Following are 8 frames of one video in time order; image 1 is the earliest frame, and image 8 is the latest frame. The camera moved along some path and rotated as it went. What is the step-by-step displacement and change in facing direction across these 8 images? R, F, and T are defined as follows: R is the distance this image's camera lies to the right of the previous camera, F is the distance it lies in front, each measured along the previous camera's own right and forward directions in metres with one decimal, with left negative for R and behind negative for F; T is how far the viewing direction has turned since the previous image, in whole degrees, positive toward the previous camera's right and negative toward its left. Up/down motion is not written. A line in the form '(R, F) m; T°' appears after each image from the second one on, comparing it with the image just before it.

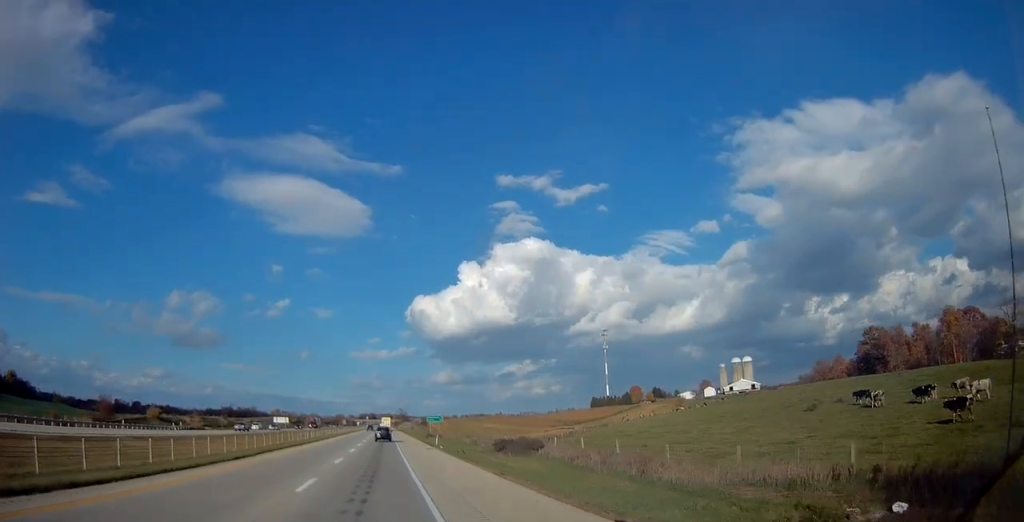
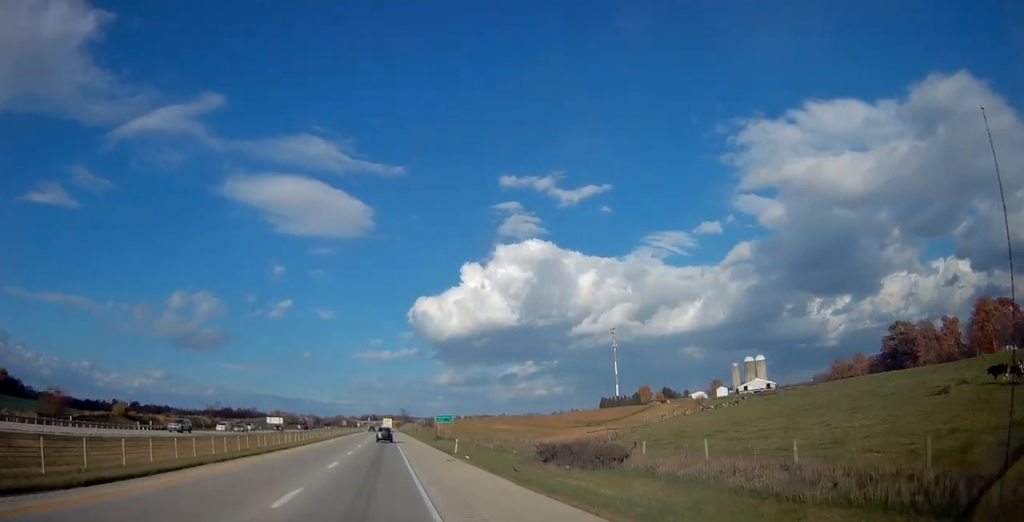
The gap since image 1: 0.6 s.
(+0.1, +15.4) m; 0°
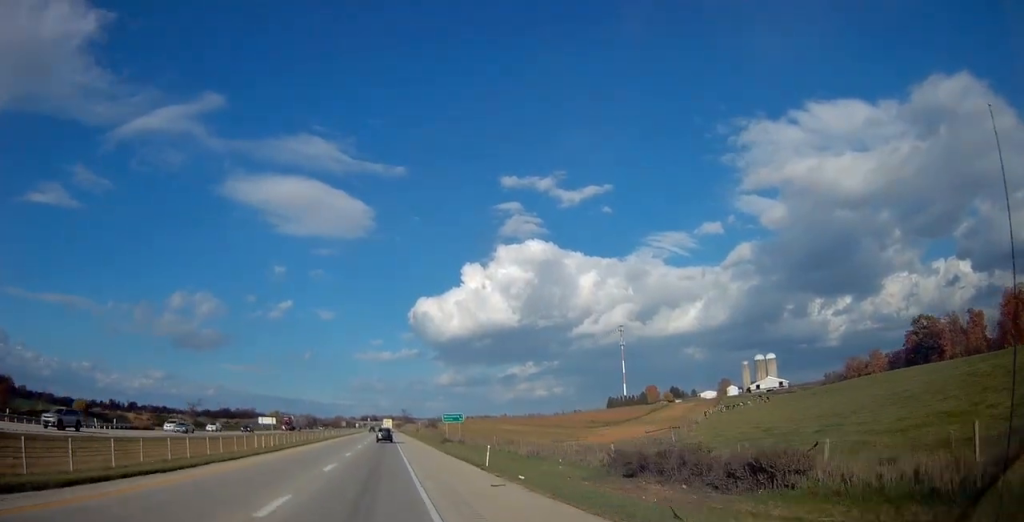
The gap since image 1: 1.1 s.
(0.0, +13.5) m; 0°
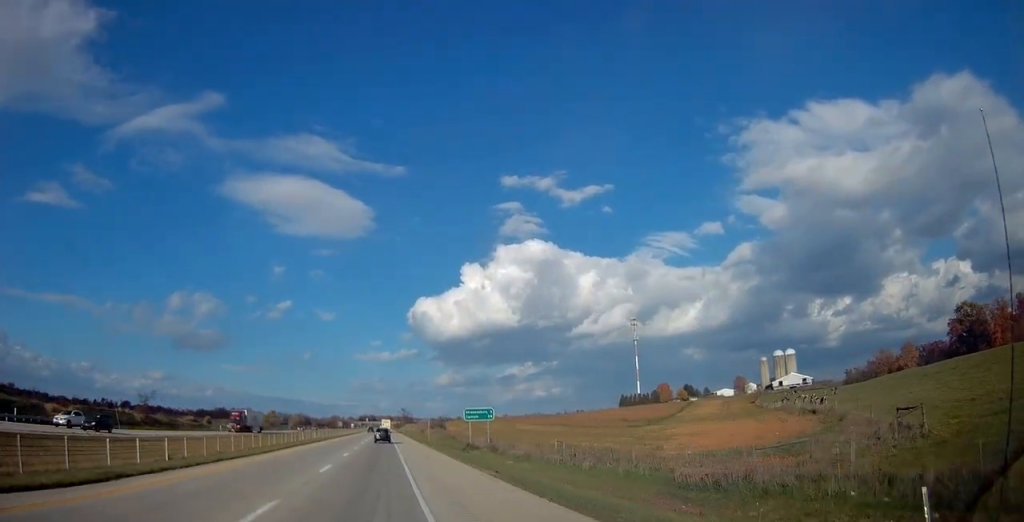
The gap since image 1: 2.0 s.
(0.0, +25.2) m; 0°
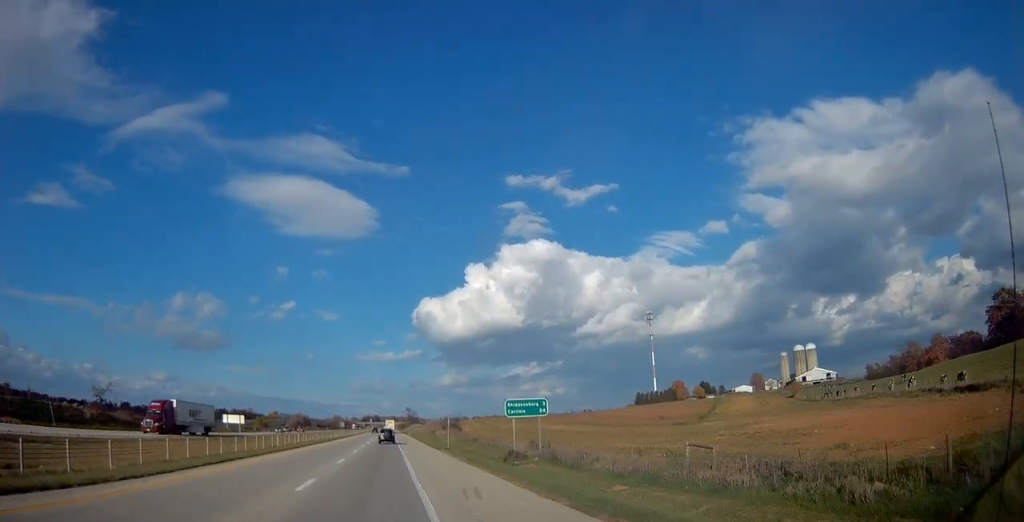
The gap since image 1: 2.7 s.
(+0.1, +18.9) m; 0°
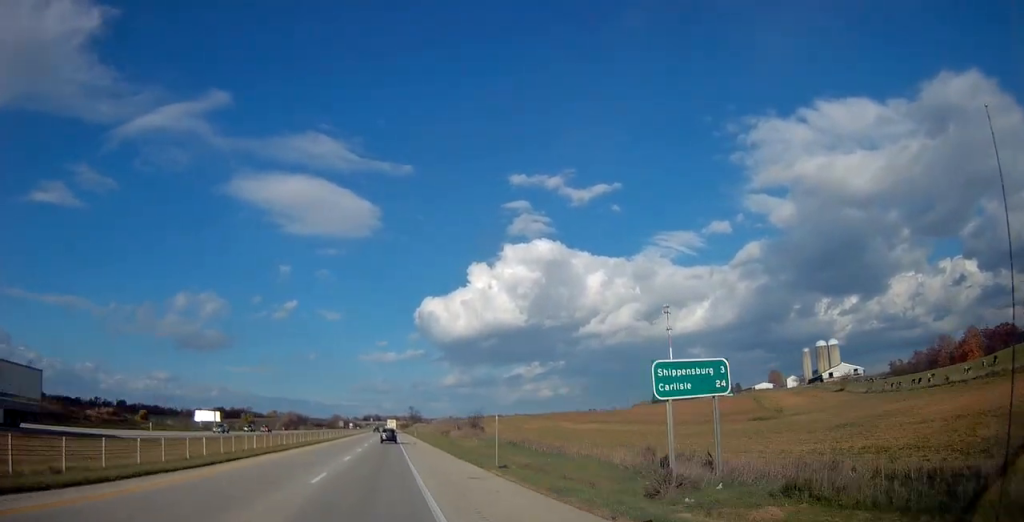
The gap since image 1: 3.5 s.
(-0.3, +22.5) m; 0°
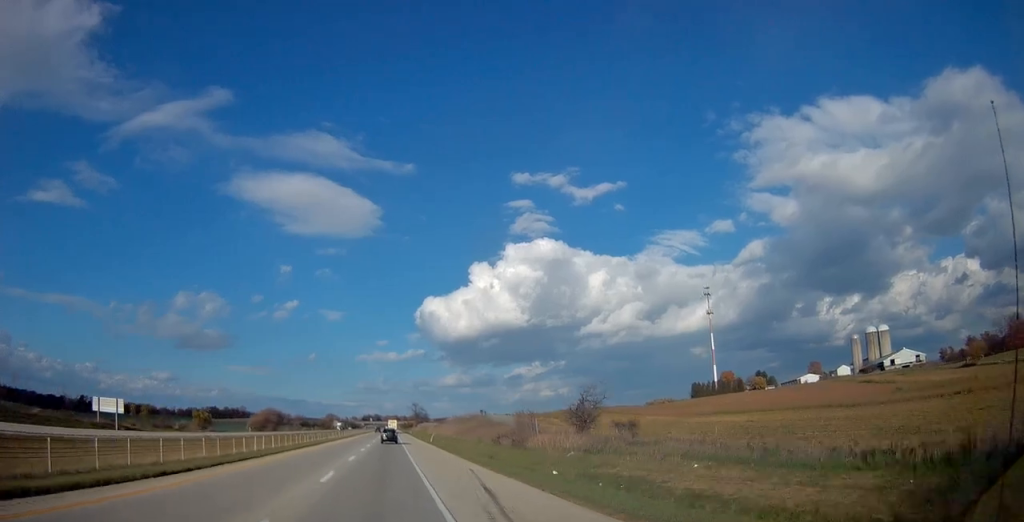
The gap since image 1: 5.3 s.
(+0.1, +47.6) m; 0°
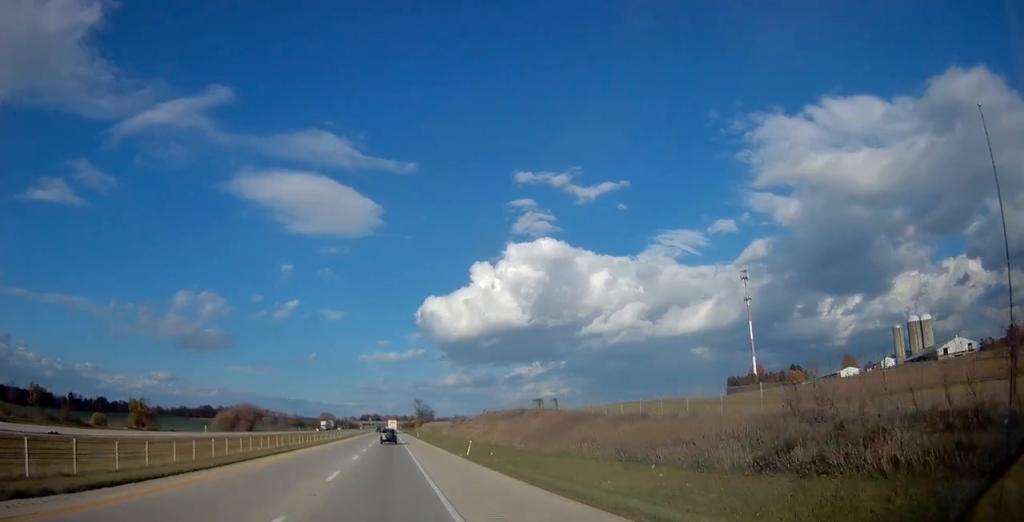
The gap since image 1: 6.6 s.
(+0.2, +36.0) m; 0°
